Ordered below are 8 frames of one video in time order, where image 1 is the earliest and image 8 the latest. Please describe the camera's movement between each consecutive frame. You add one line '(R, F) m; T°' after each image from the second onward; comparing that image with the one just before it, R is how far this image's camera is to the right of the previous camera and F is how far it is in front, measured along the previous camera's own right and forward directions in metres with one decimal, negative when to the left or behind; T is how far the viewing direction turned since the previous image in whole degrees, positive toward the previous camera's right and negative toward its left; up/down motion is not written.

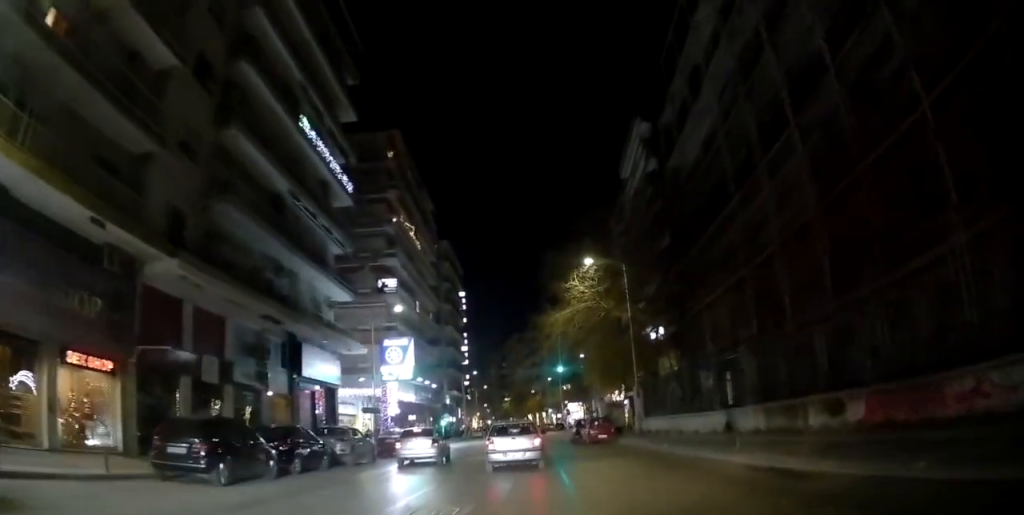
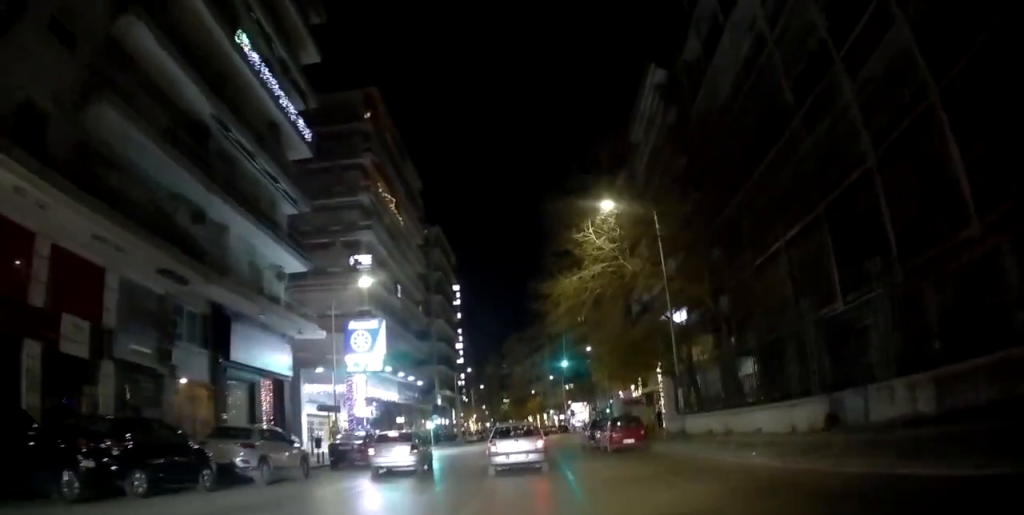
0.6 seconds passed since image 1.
(+0.3, +7.6) m; +1°
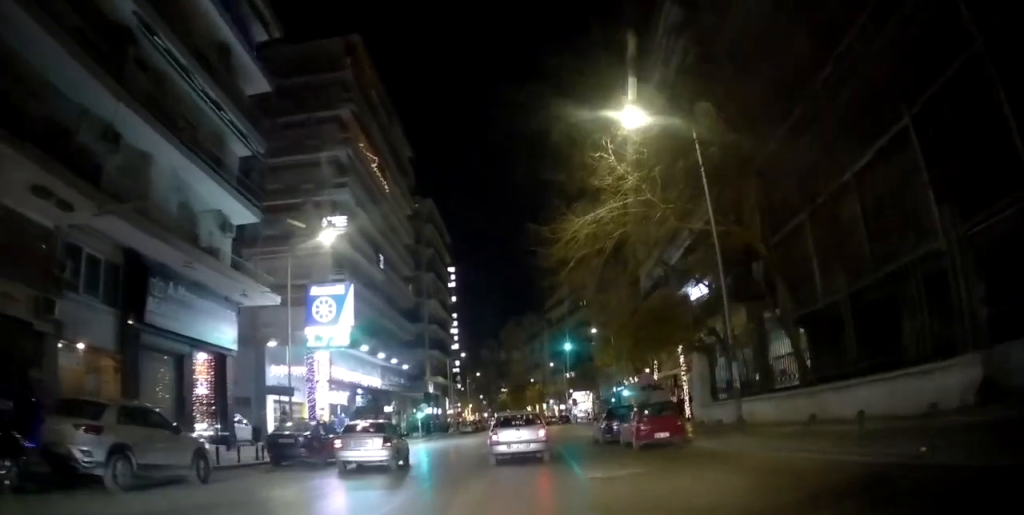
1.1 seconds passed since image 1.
(+0.4, +5.8) m; 0°
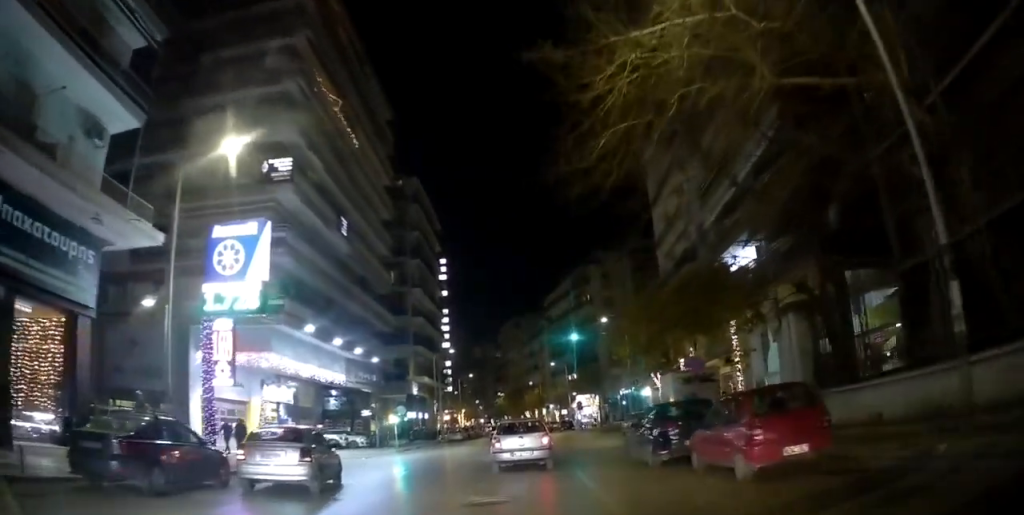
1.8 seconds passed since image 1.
(-0.4, +8.9) m; -3°
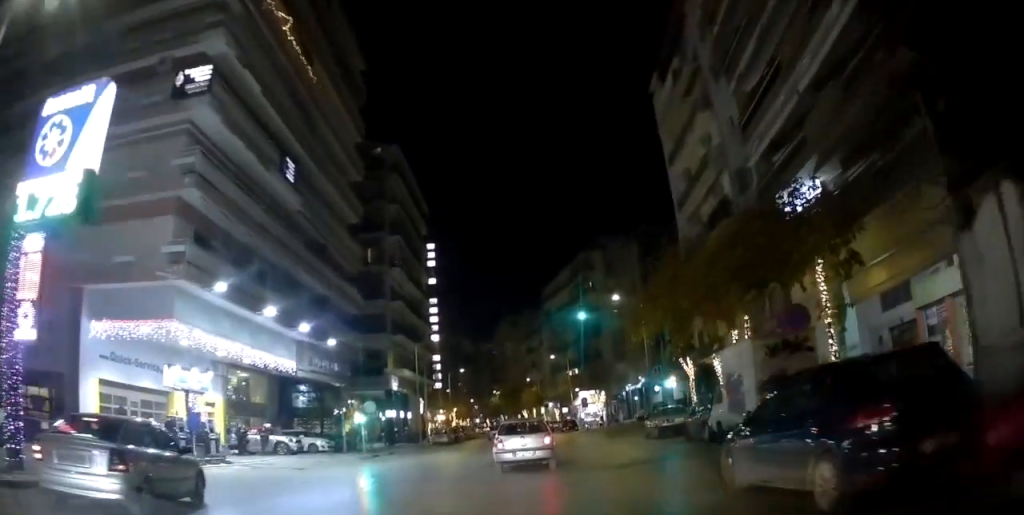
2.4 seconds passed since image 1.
(-0.2, +8.2) m; -4°
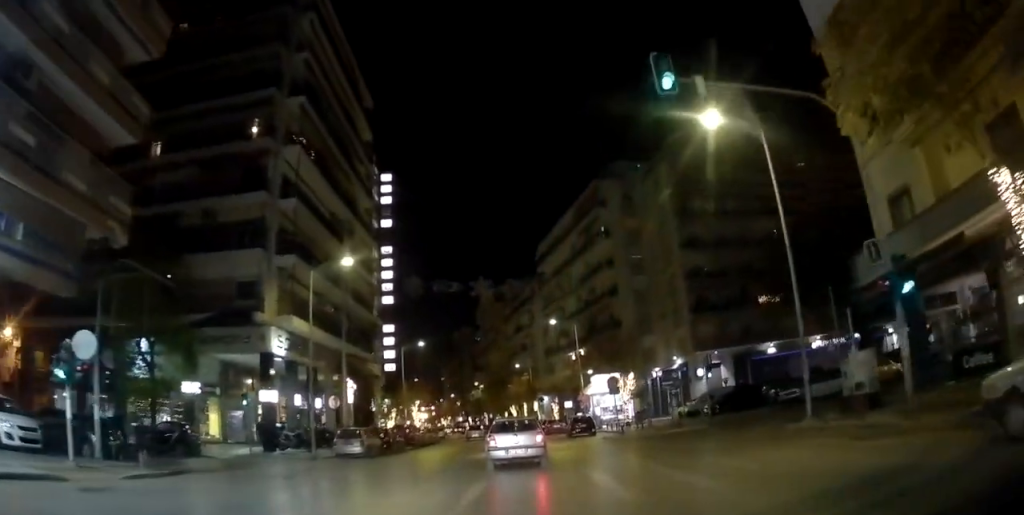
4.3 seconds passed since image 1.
(-2.2, +24.4) m; -3°
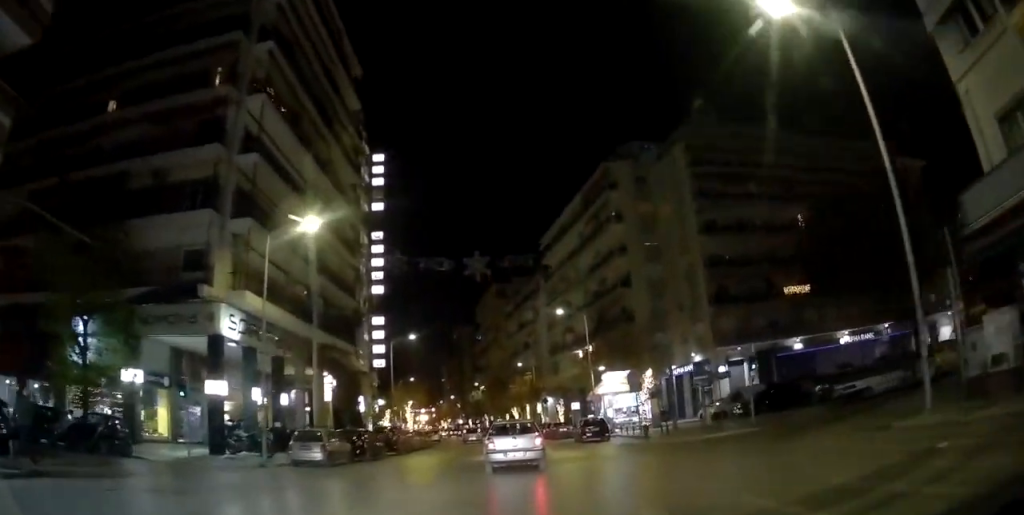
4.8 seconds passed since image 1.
(+0.4, +5.9) m; +4°
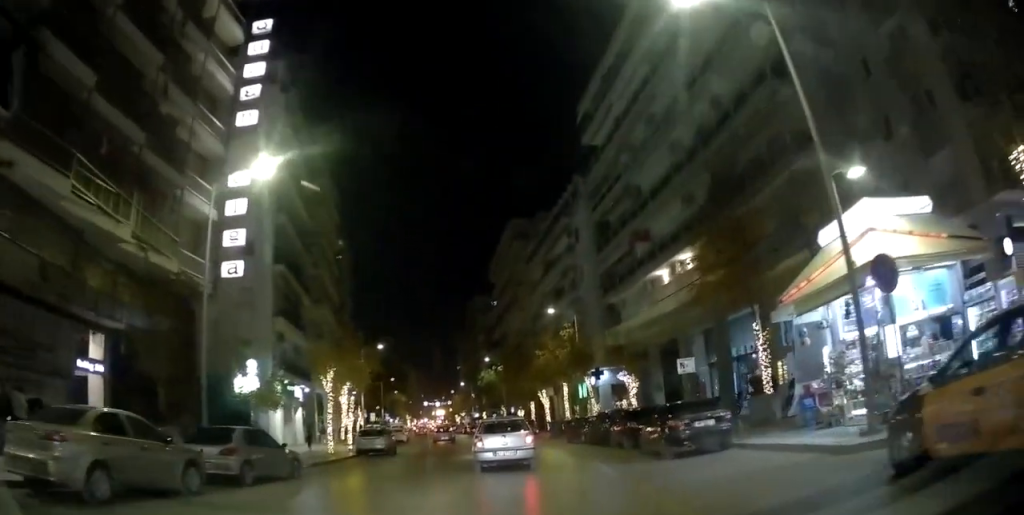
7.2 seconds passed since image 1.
(+2.3, +34.0) m; -4°
